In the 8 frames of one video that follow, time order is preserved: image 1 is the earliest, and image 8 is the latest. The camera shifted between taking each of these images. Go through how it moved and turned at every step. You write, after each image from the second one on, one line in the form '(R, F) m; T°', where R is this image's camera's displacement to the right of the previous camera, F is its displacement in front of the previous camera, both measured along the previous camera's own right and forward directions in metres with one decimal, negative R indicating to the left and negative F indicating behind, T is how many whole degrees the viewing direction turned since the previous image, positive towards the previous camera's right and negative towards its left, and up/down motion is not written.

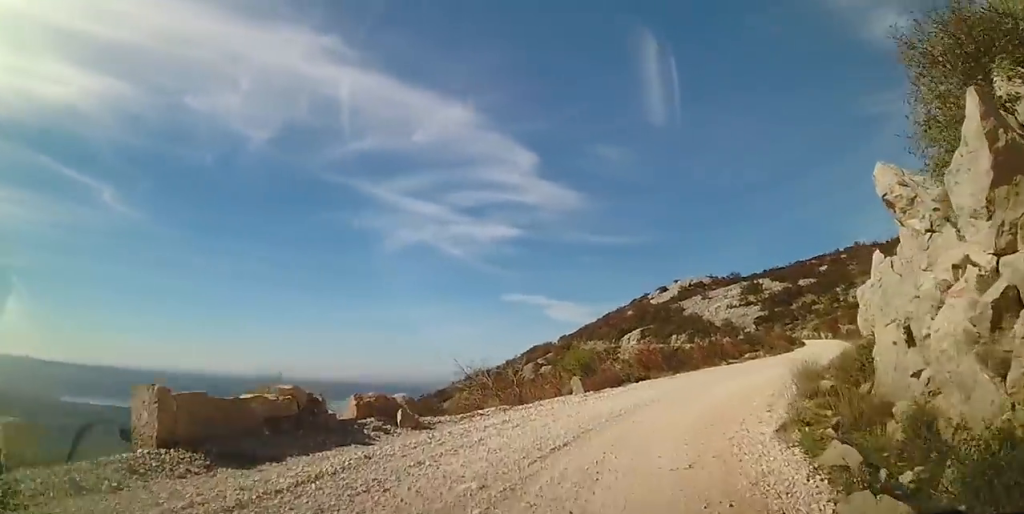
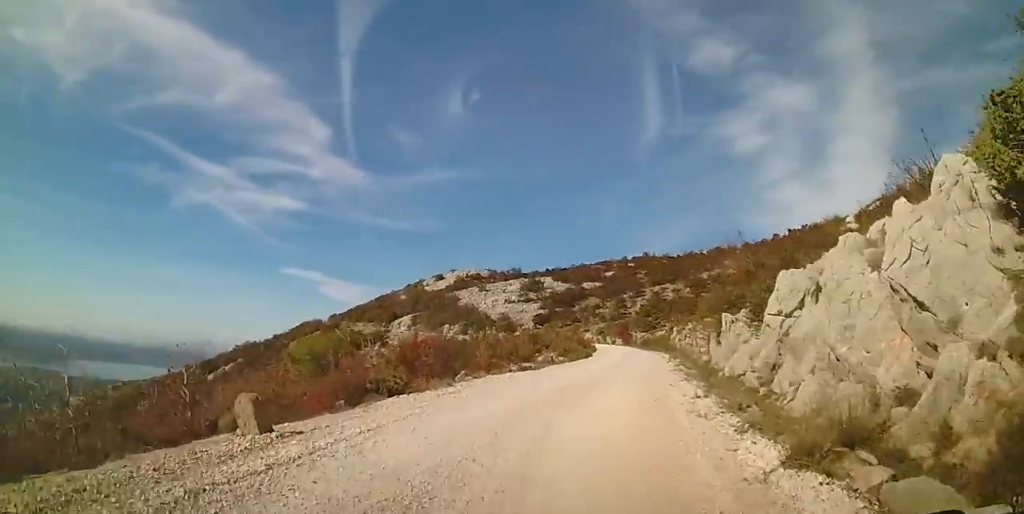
(+0.8, +6.9) m; +24°
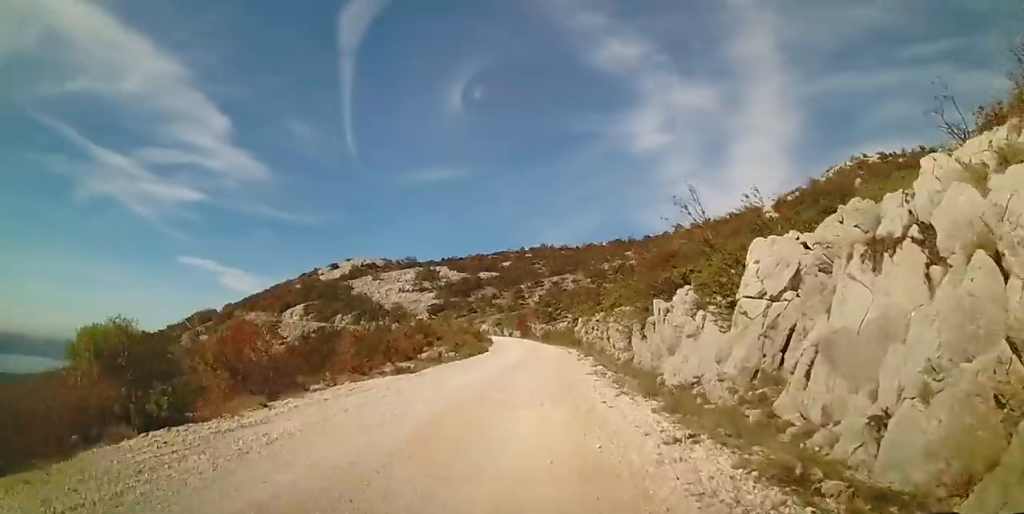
(+0.9, +4.5) m; +11°
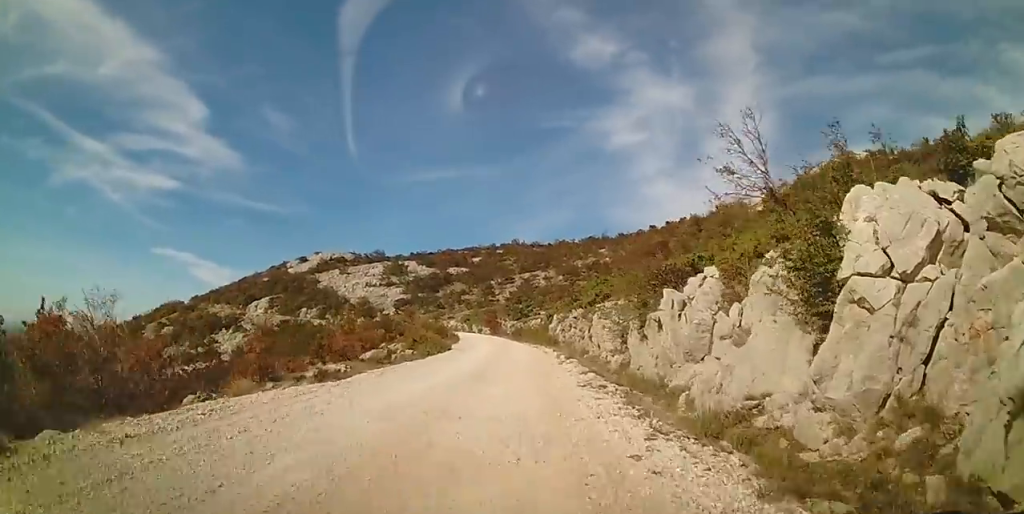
(+0.2, +4.5) m; +8°
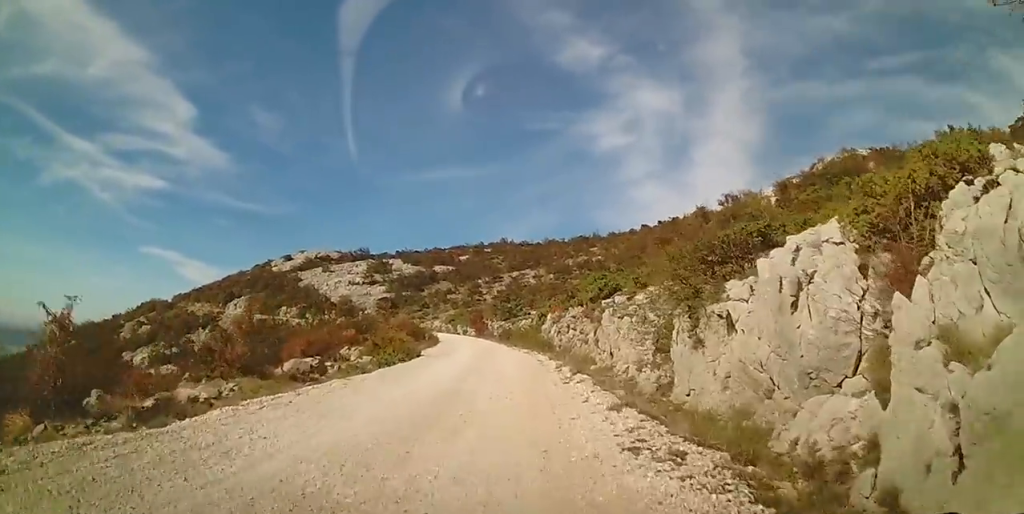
(+0.5, +5.8) m; +8°
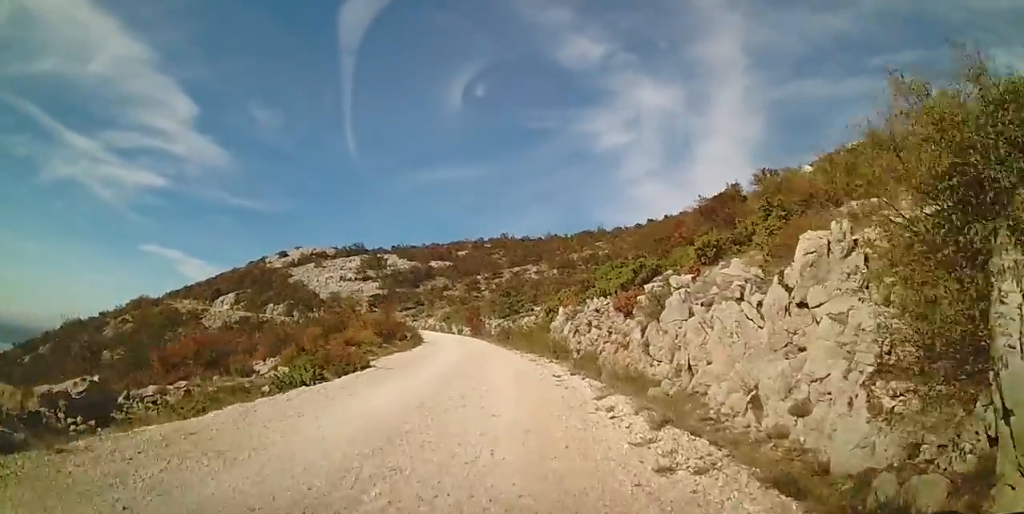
(+0.5, +8.4) m; +3°
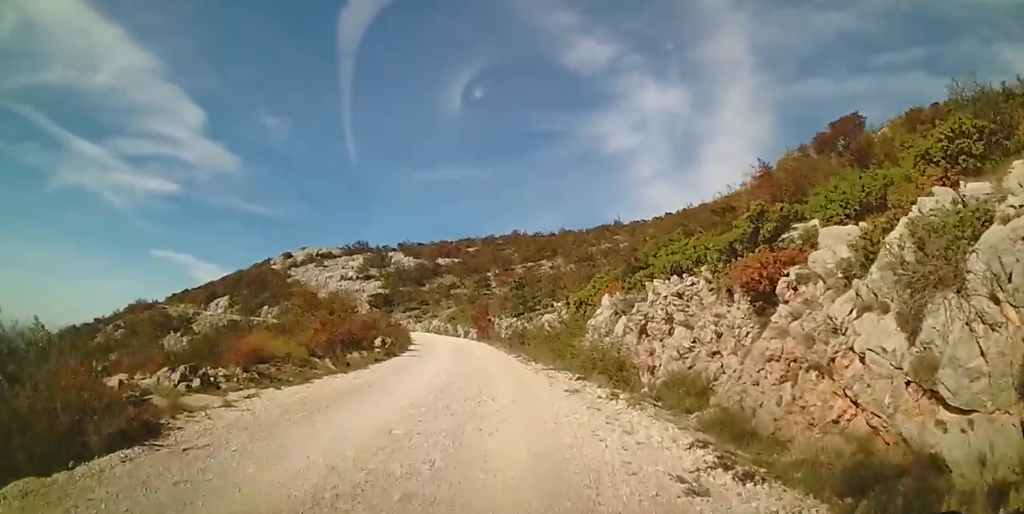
(-0.2, +10.4) m; -5°
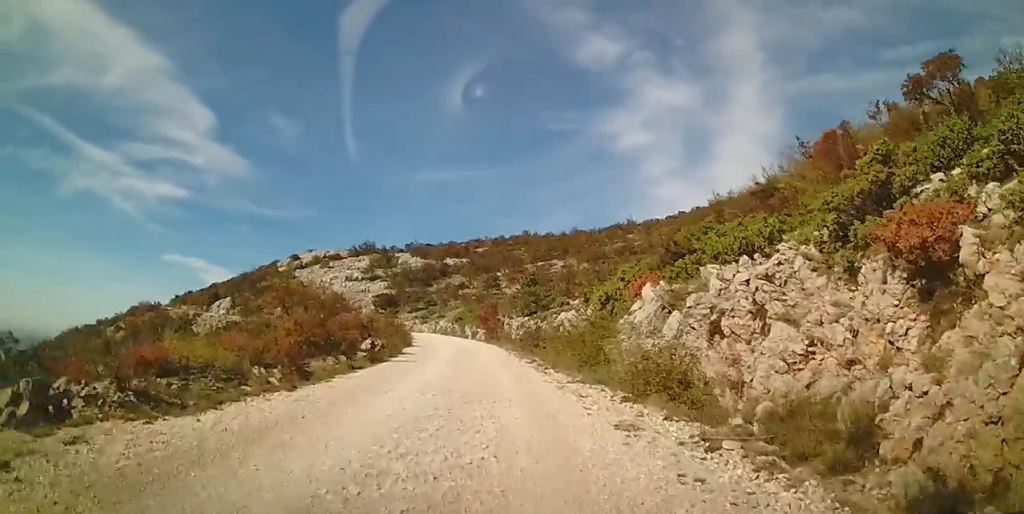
(-0.3, +4.4) m; -3°
